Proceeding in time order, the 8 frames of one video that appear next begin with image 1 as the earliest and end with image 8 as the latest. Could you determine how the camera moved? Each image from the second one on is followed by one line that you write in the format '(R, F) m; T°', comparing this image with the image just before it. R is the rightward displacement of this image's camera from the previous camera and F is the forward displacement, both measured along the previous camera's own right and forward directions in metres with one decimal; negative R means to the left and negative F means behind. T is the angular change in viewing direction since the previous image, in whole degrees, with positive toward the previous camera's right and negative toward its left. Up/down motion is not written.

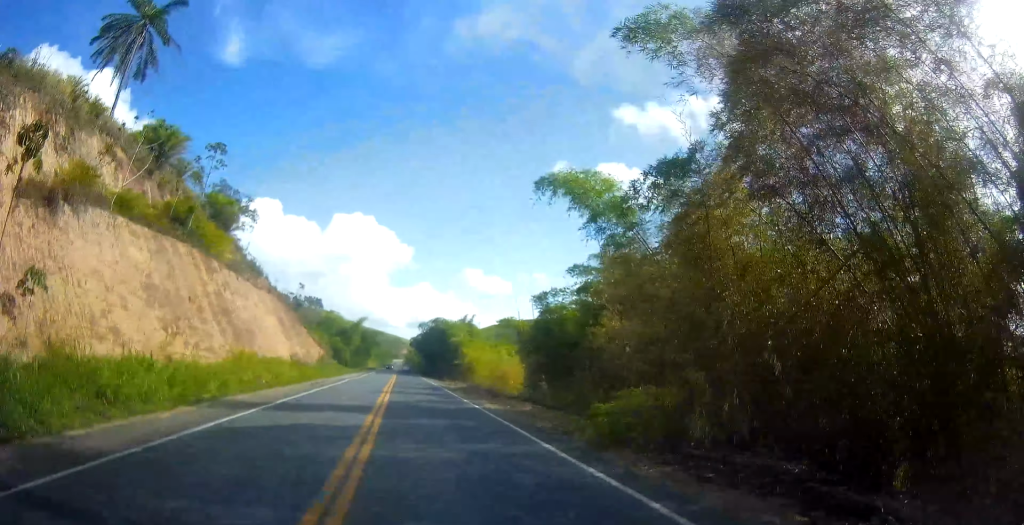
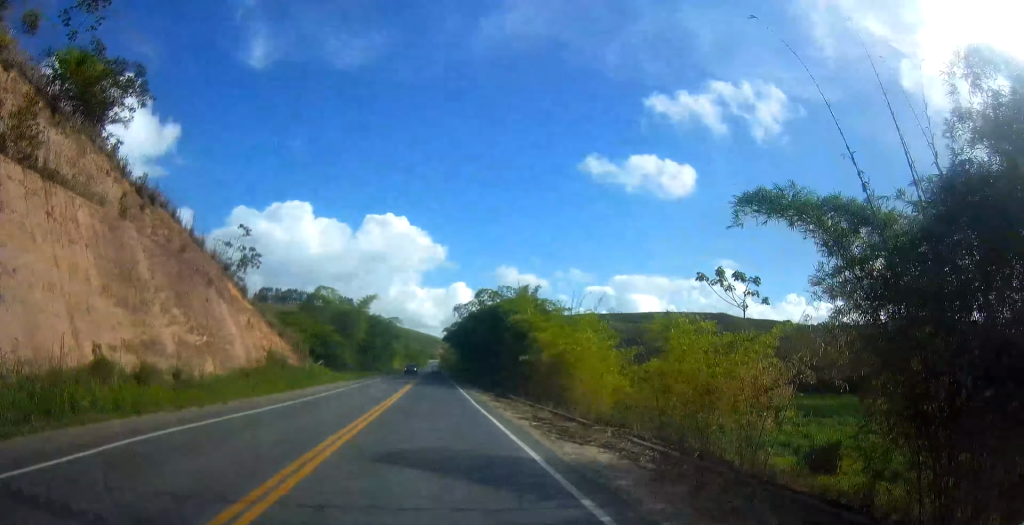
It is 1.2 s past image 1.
(-2.3, +32.7) m; -7°
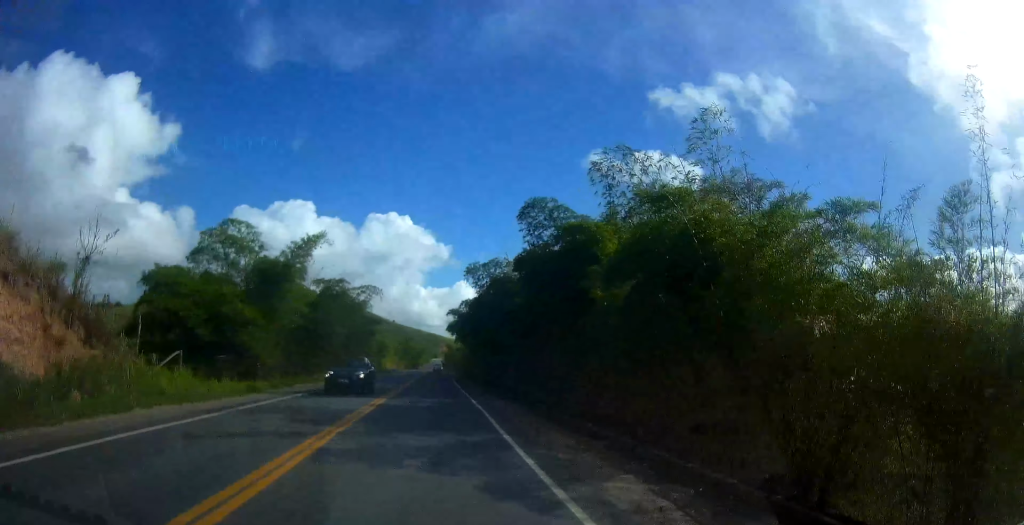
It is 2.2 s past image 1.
(-1.3, +30.5) m; -5°
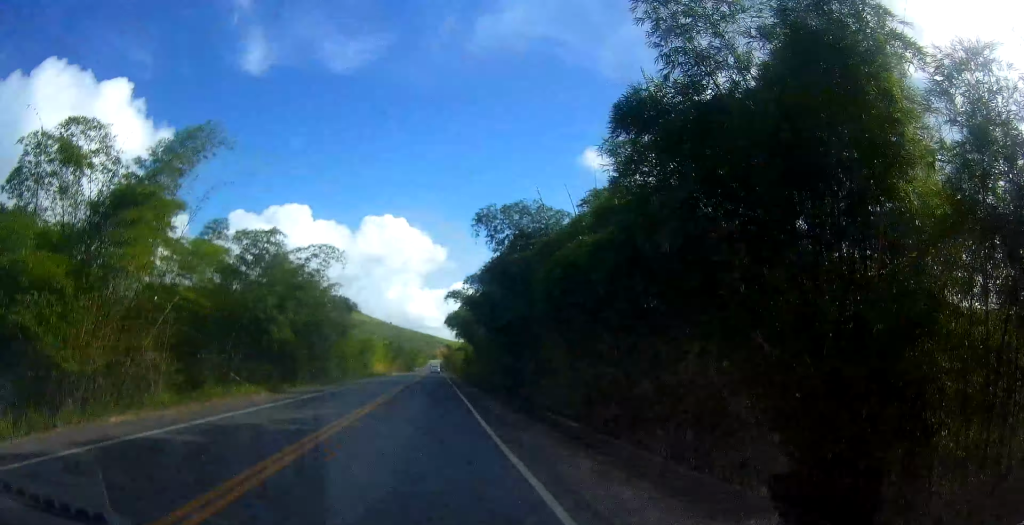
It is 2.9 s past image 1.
(-0.4, +17.8) m; -1°
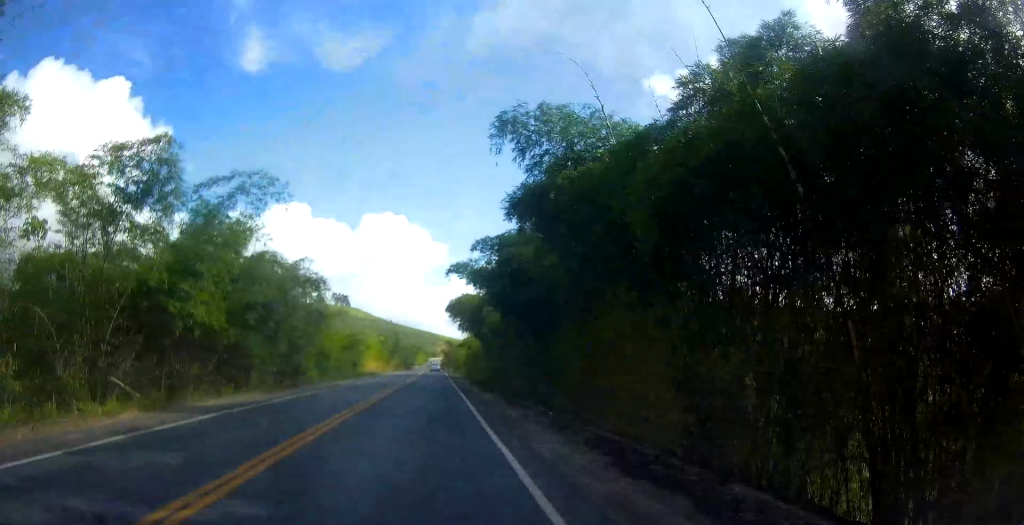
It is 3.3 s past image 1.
(-0.4, +12.0) m; -1°
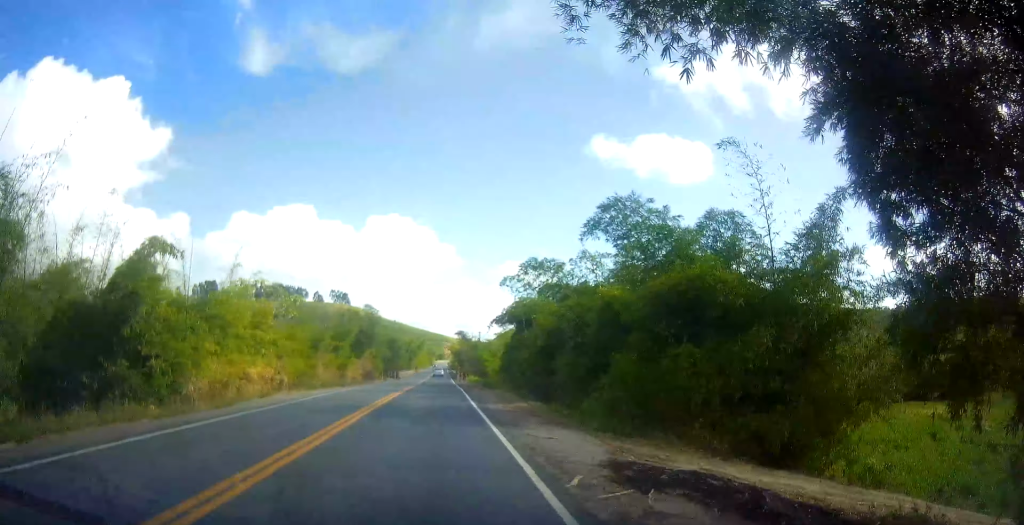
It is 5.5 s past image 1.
(-0.5, +63.7) m; 0°
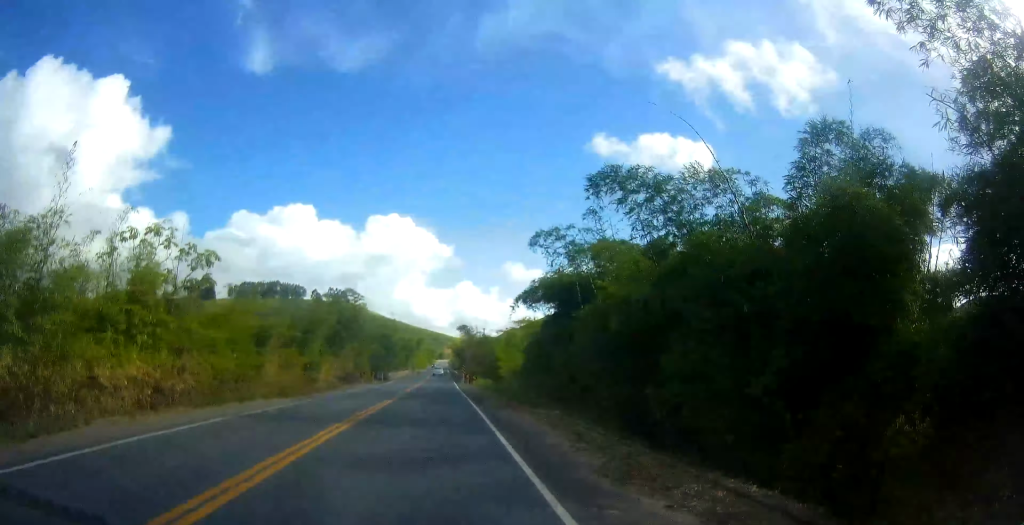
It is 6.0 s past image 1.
(+0.3, +16.3) m; 0°
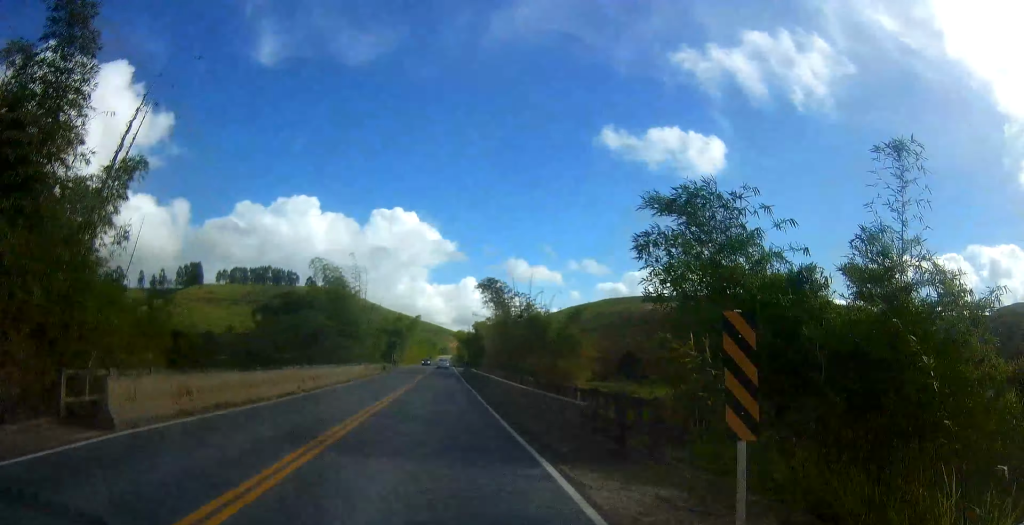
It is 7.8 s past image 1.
(-0.2, +55.6) m; 0°
